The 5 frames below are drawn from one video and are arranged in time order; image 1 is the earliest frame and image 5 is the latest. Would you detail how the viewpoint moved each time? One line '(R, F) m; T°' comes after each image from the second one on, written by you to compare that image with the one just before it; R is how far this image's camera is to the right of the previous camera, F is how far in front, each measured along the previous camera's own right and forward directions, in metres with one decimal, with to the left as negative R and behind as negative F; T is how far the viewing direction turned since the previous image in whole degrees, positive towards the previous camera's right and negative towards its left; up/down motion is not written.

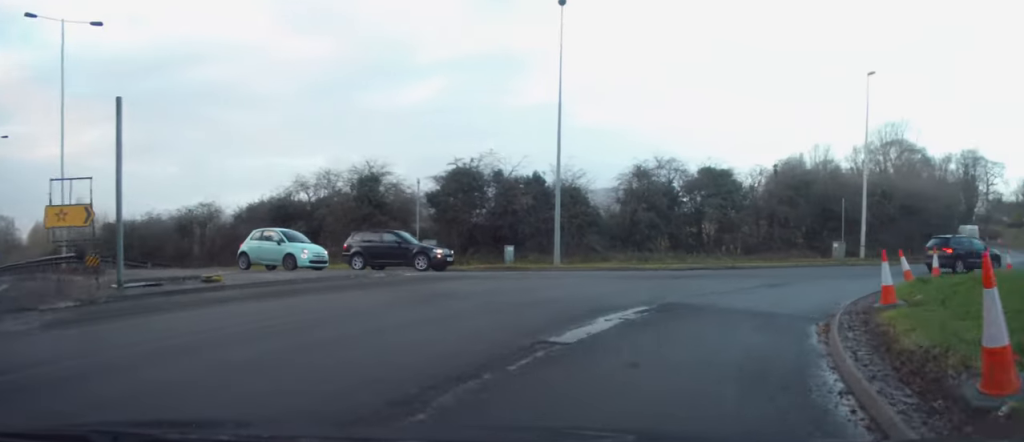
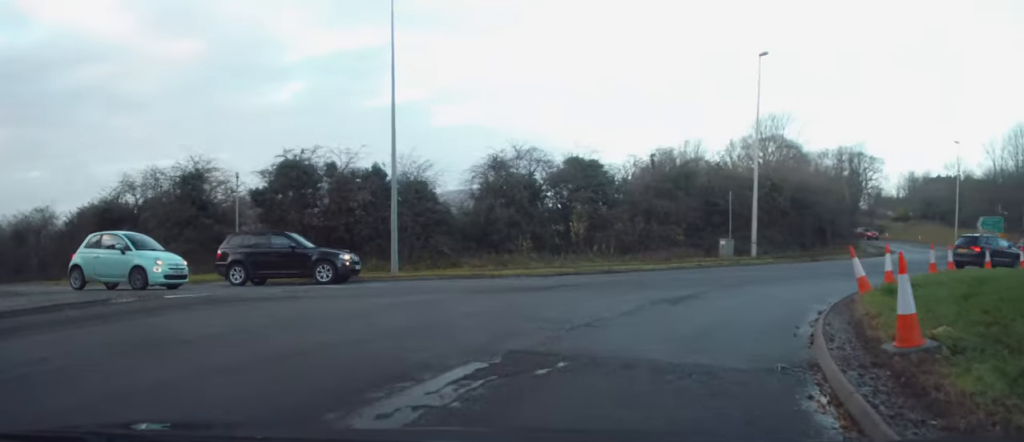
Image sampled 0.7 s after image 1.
(+0.4, +4.5) m; +12°
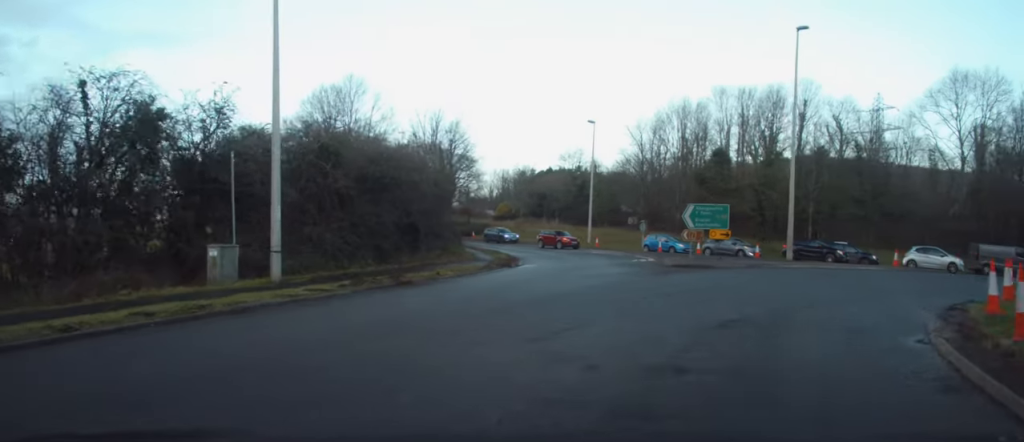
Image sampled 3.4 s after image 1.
(+6.4, +16.5) m; +37°
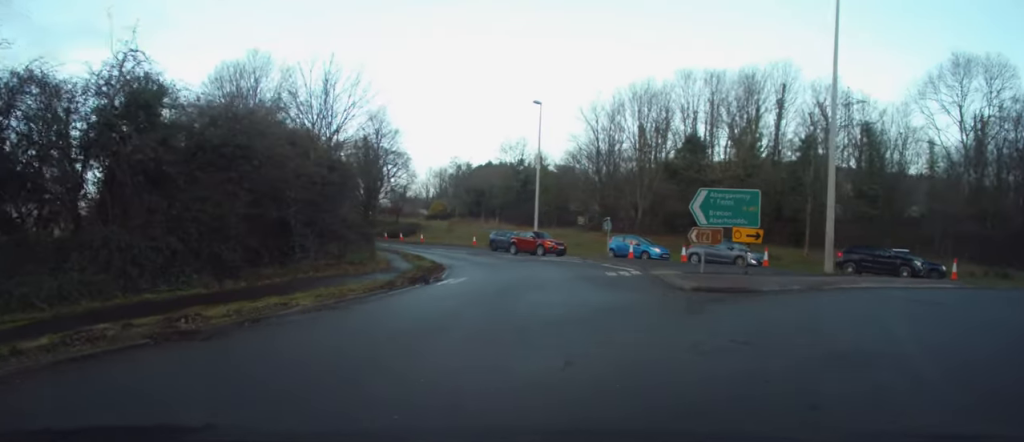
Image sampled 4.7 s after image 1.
(+1.2, +9.8) m; +9°
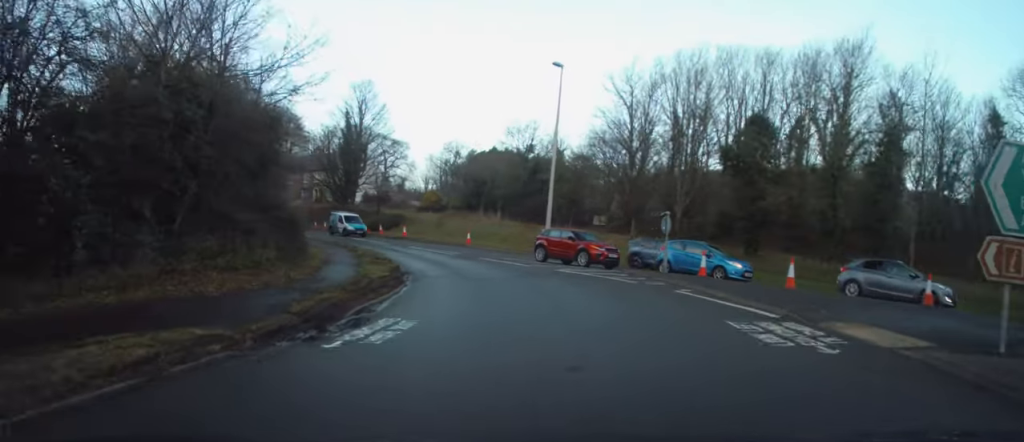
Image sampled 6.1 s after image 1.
(+0.1, +11.7) m; 0°
